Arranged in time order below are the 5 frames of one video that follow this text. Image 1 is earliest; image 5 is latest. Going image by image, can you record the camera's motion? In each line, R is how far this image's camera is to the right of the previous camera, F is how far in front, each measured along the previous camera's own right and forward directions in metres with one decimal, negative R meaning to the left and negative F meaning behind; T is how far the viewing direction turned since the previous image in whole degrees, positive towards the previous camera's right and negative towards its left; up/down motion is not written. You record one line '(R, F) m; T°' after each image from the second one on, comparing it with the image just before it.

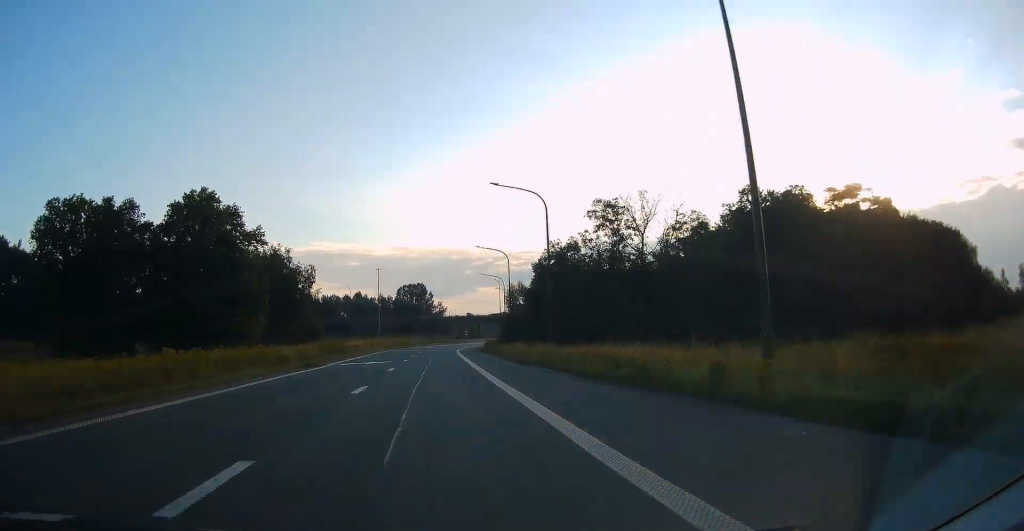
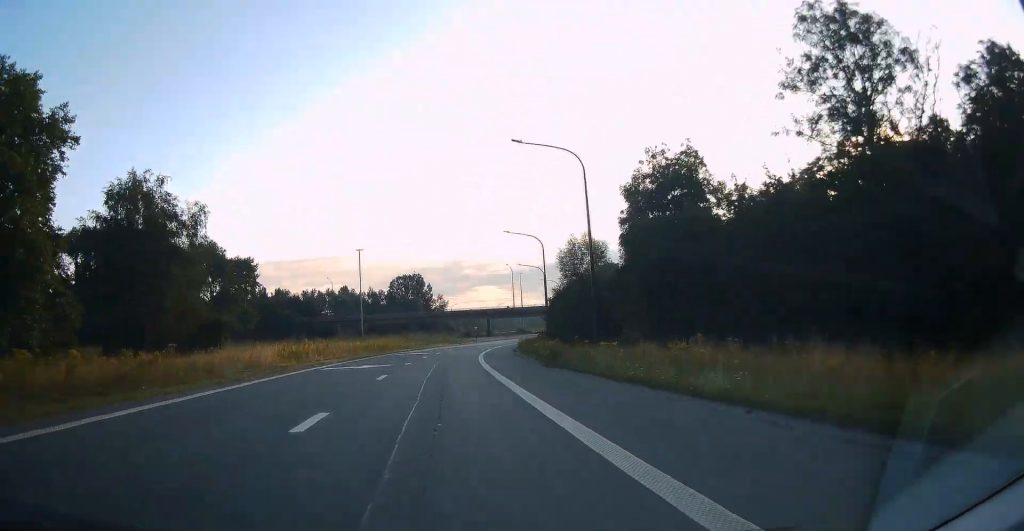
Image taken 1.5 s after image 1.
(-1.4, +45.0) m; -3°
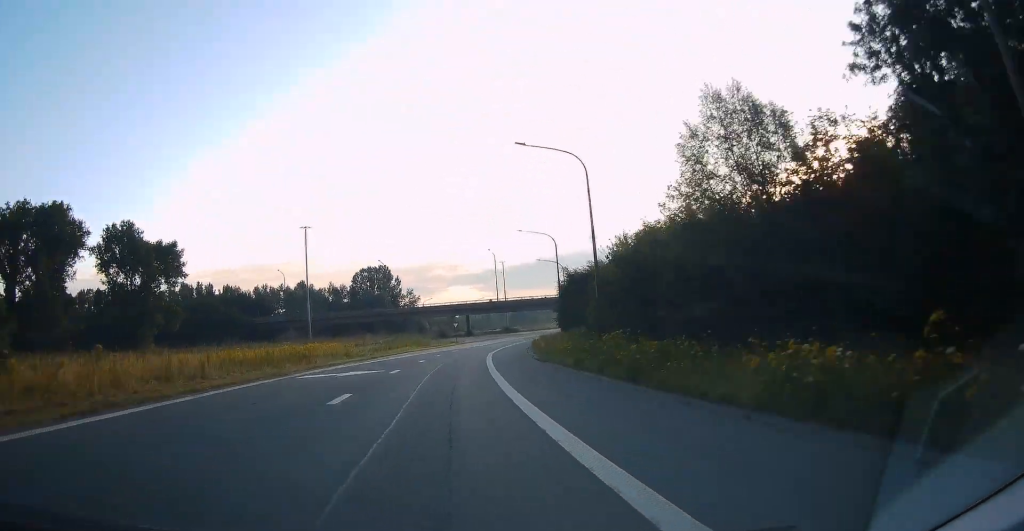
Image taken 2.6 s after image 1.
(-0.8, +31.6) m; +1°
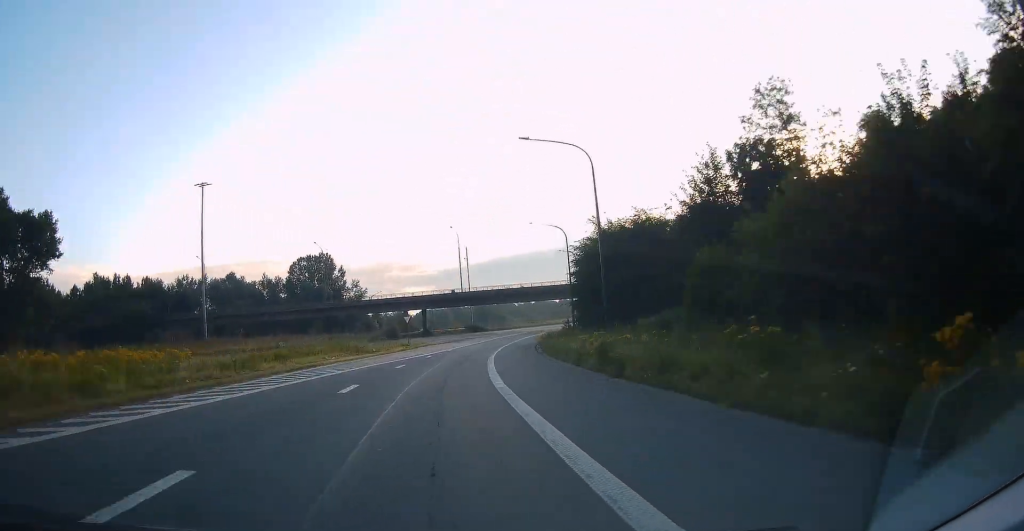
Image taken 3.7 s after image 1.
(-0.1, +34.4) m; +2°
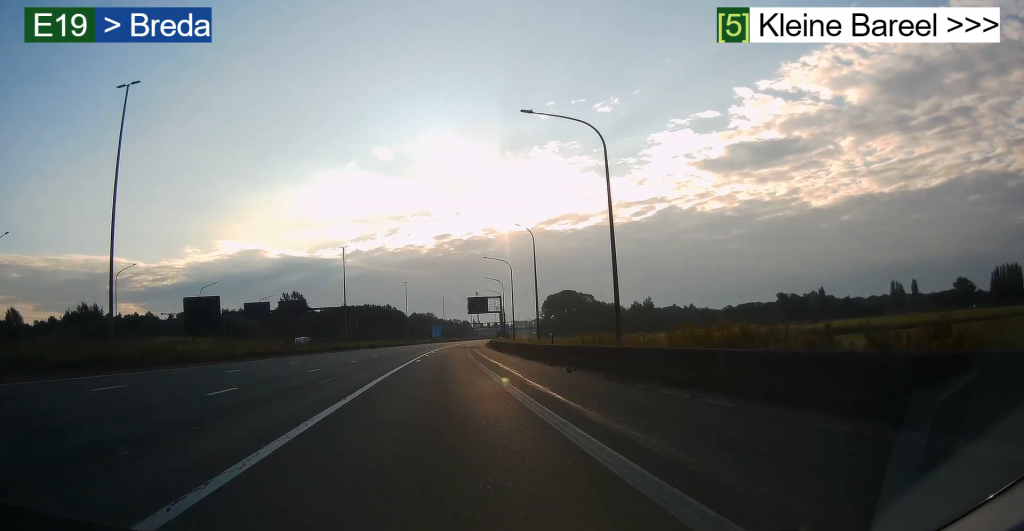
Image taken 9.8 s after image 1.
(+40.9, +191.2) m; +25°
